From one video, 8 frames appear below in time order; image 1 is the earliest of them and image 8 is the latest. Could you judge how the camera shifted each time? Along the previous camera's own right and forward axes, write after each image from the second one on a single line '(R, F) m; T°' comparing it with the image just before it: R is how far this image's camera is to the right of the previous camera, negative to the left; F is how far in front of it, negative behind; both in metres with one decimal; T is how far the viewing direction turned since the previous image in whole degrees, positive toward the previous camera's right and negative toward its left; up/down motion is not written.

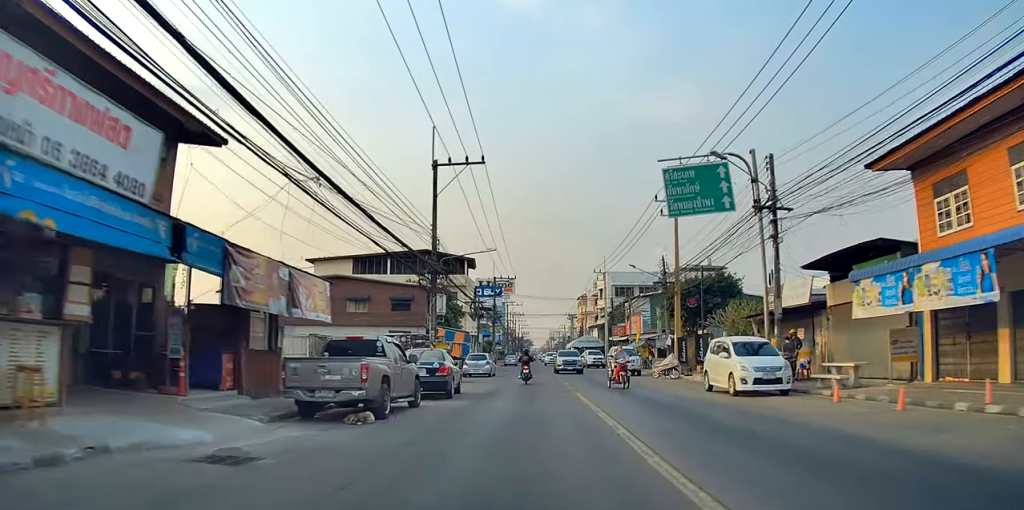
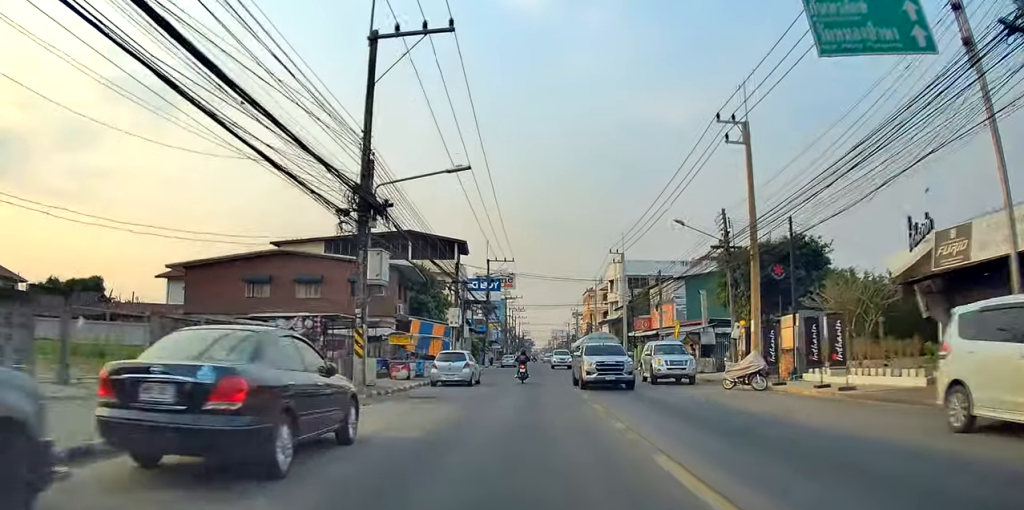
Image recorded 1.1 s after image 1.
(-0.9, +12.6) m; -4°
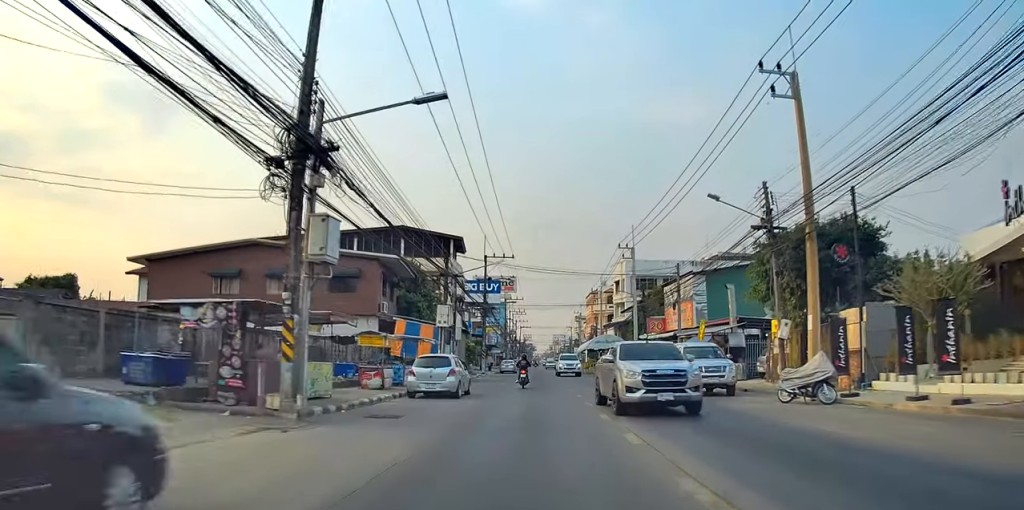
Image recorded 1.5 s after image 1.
(0.0, +5.0) m; 0°
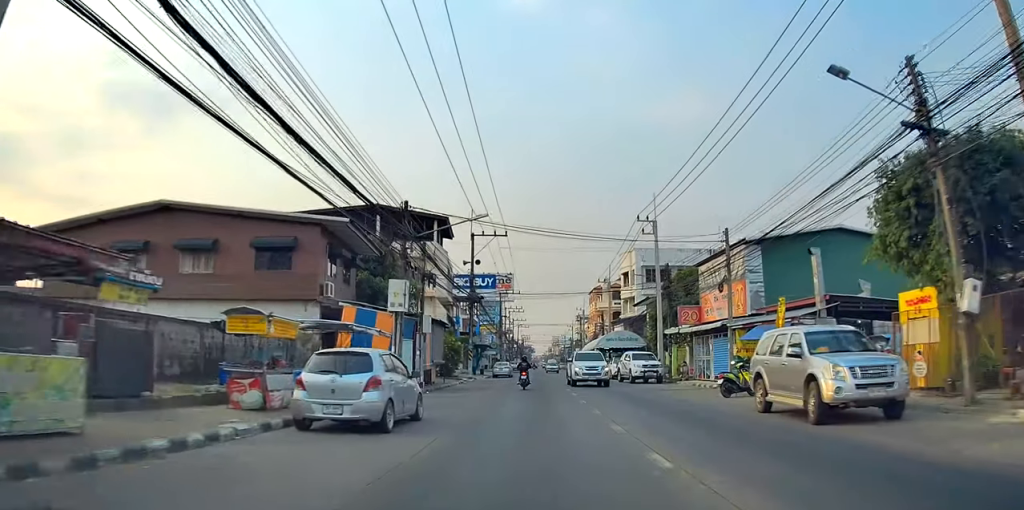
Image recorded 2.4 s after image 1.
(0.0, +10.1) m; 0°
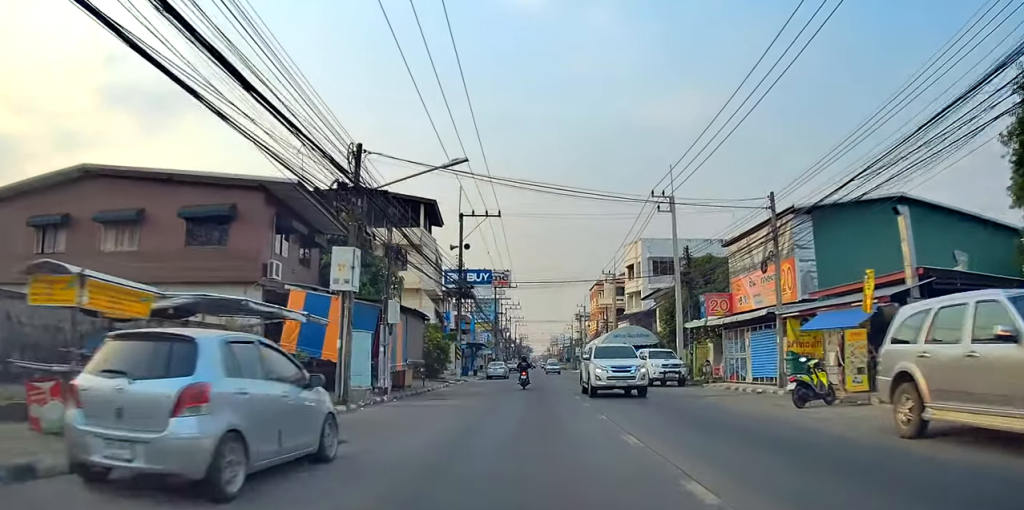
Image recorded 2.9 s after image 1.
(0.0, +6.1) m; 0°
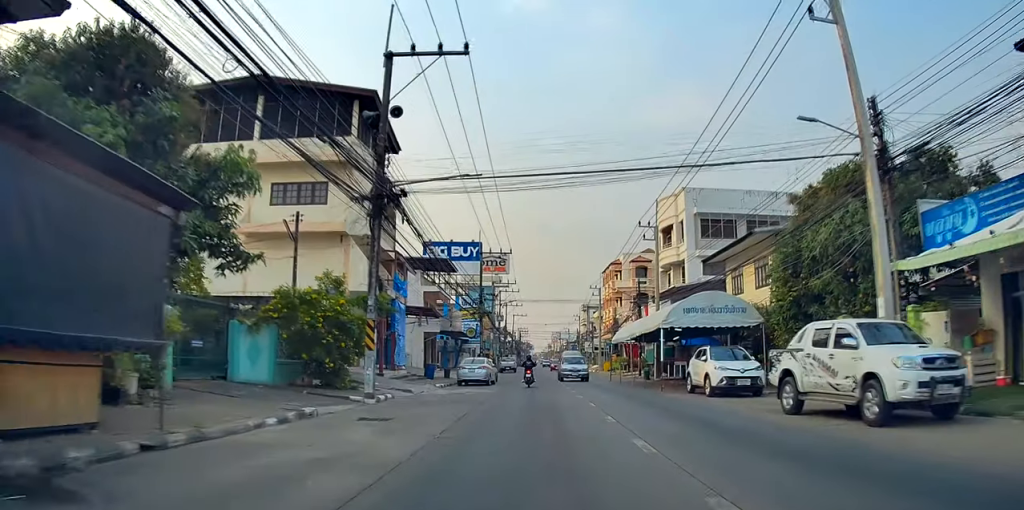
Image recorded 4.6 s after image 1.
(0.0, +20.3) m; -1°
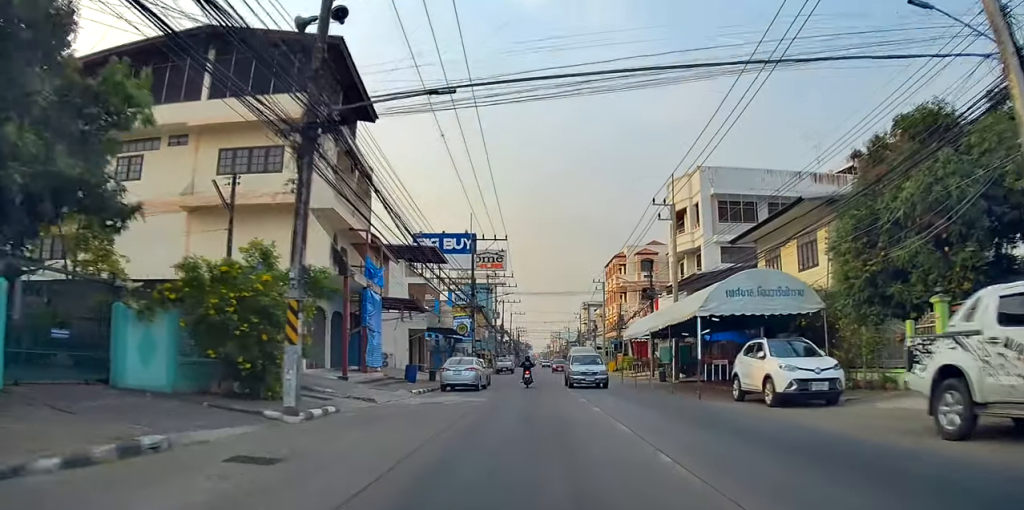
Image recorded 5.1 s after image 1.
(0.0, +5.6) m; +1°
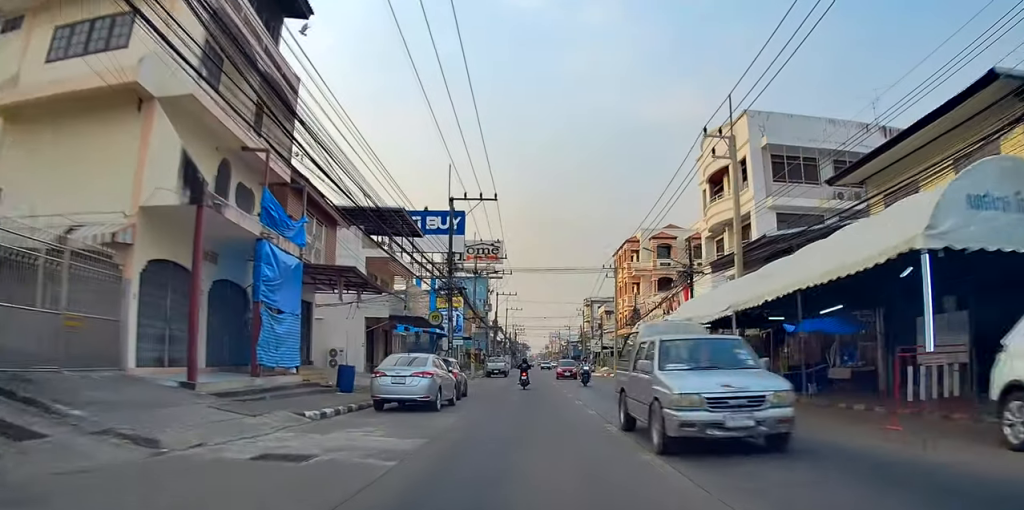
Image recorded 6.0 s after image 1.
(0.0, +11.4) m; +3°
